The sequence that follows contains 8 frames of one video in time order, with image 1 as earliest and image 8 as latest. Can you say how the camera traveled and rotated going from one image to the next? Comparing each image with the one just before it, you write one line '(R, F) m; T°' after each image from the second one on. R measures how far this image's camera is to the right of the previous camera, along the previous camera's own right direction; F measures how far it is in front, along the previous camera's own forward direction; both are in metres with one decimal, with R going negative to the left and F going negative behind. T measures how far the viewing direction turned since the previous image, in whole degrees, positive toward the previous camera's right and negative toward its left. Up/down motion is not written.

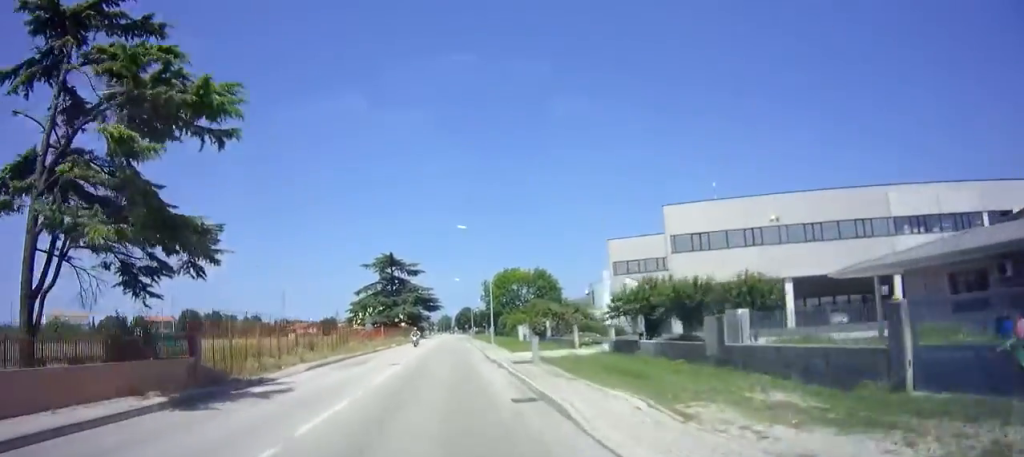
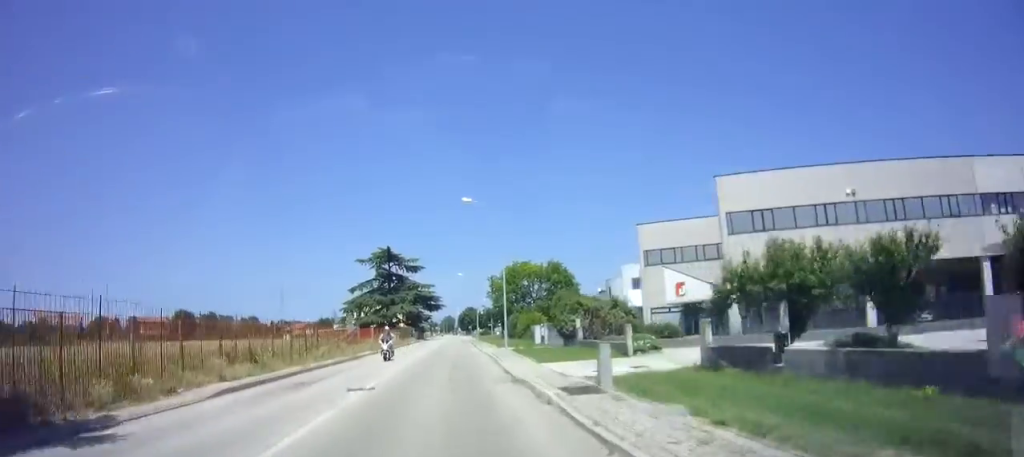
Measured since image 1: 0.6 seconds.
(0.0, +8.7) m; 0°
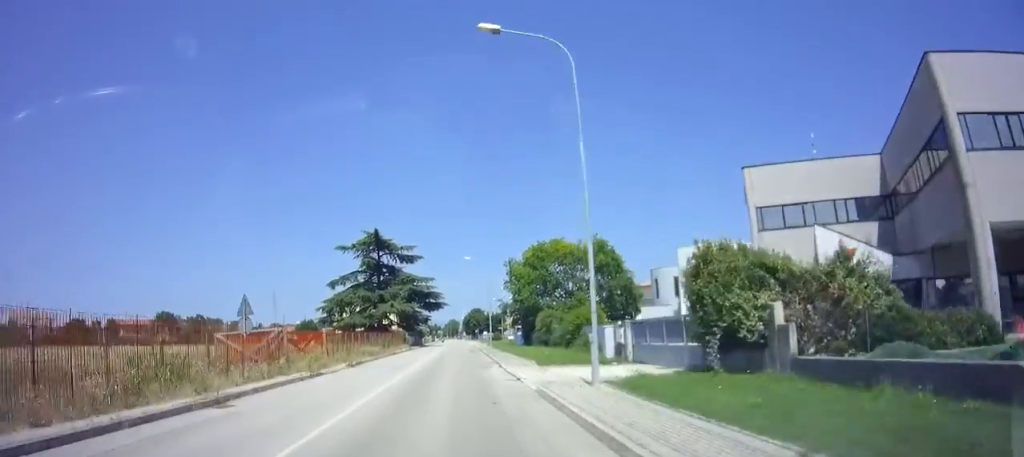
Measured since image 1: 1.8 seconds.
(0.0, +18.7) m; 0°
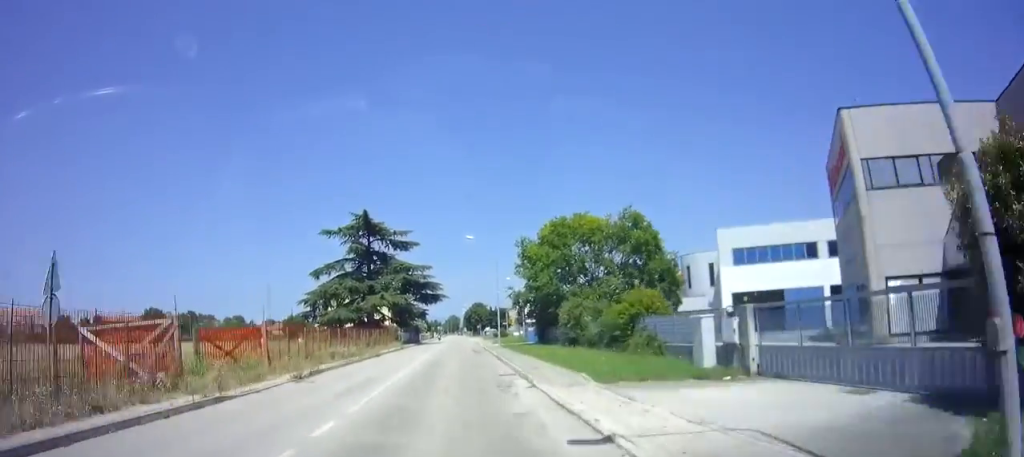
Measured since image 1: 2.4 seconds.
(0.0, +10.0) m; 0°
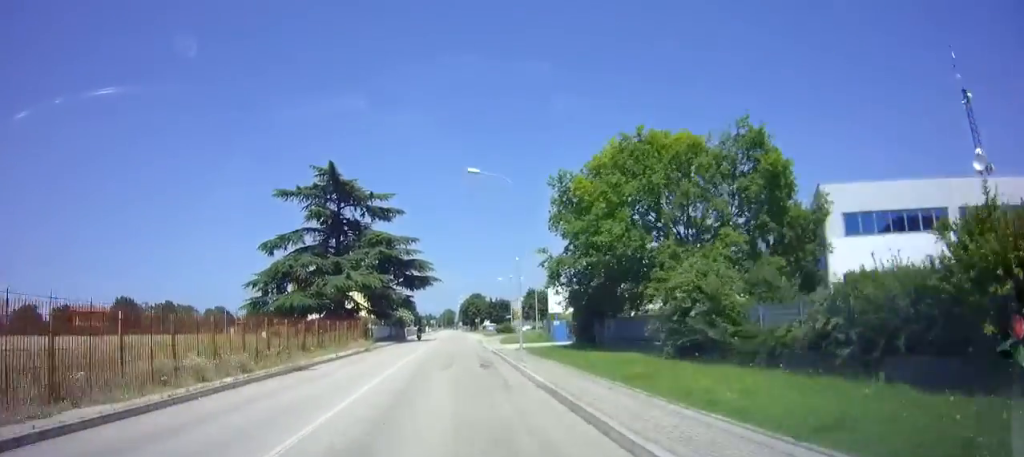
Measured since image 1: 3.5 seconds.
(-0.1, +17.0) m; 0°
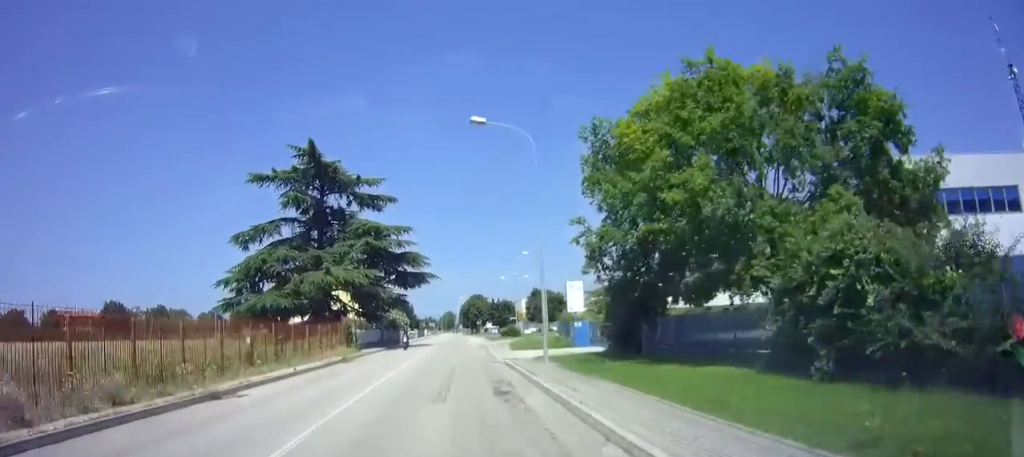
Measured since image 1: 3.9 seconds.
(-0.1, +6.9) m; 0°
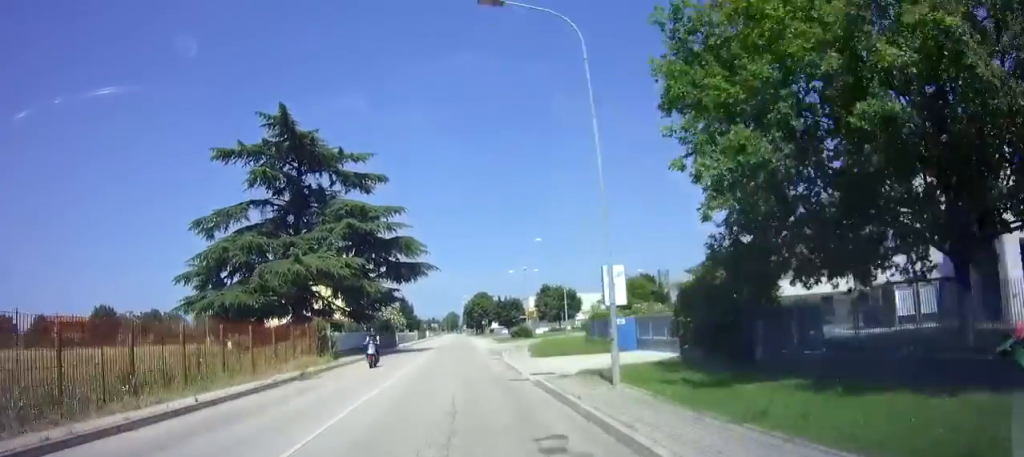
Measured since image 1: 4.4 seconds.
(+0.1, +7.8) m; 0°
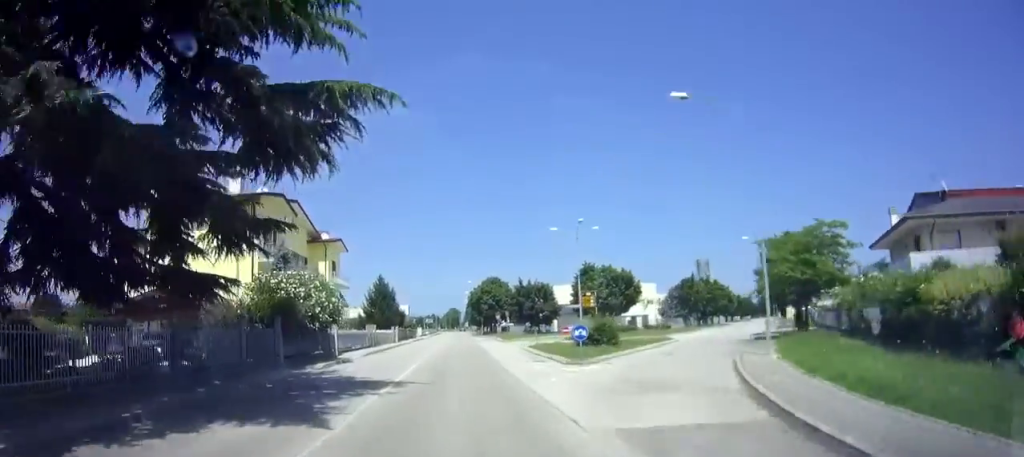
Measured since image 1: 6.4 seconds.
(-0.2, +30.4) m; -1°
